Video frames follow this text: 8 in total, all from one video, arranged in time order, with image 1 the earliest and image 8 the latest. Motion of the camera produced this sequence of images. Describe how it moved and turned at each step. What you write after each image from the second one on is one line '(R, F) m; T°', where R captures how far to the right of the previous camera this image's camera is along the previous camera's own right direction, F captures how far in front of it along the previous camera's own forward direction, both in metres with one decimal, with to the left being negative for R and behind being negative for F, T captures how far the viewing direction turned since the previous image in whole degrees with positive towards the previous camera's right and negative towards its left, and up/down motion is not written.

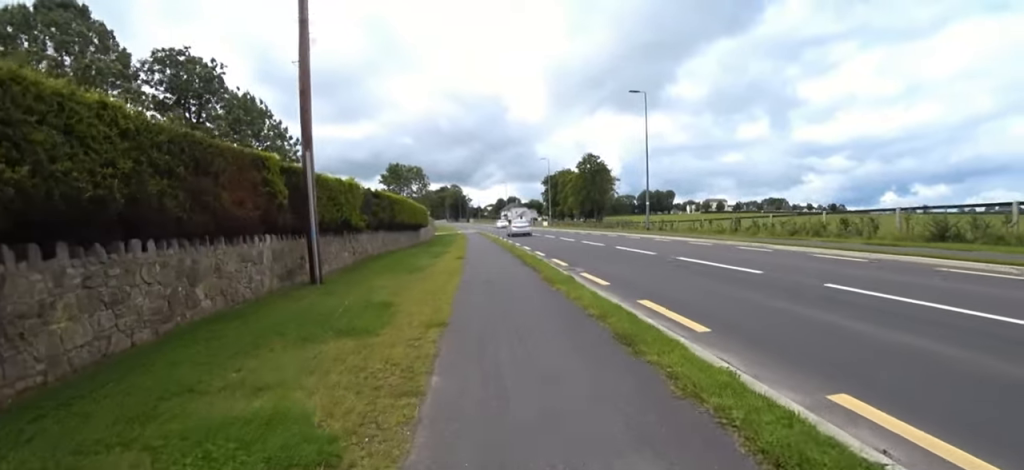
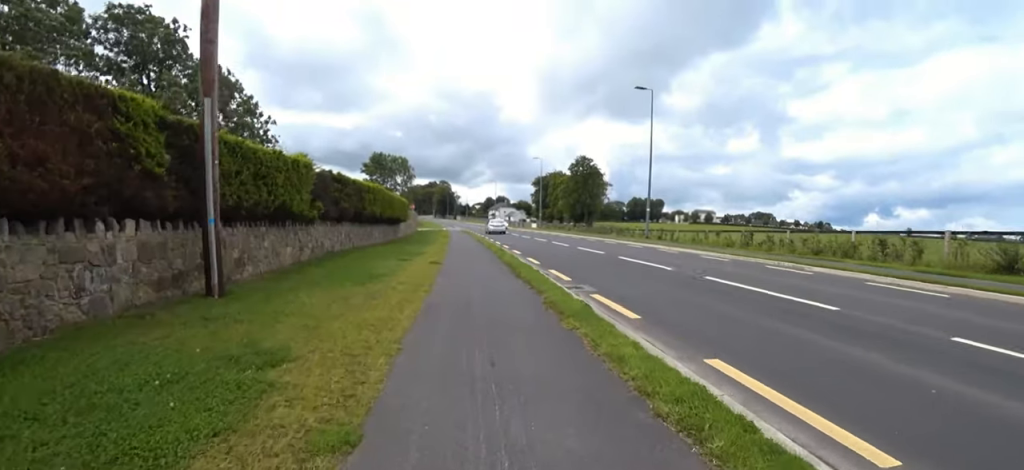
(-0.1, +2.8) m; -1°
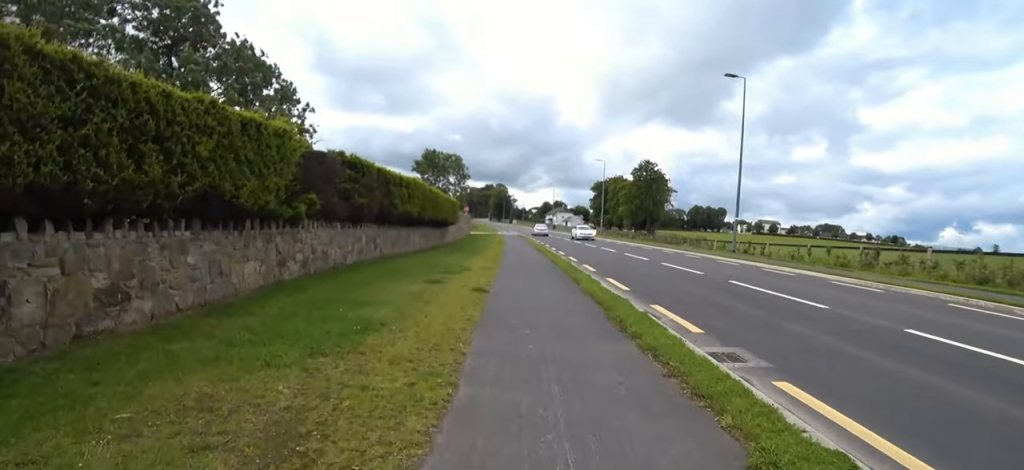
(-0.2, +4.1) m; +1°
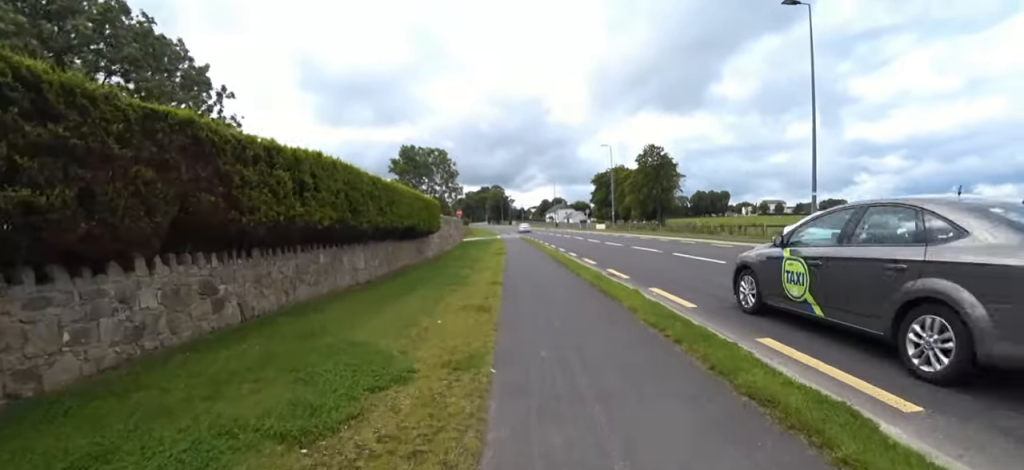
(+0.5, +6.9) m; 0°
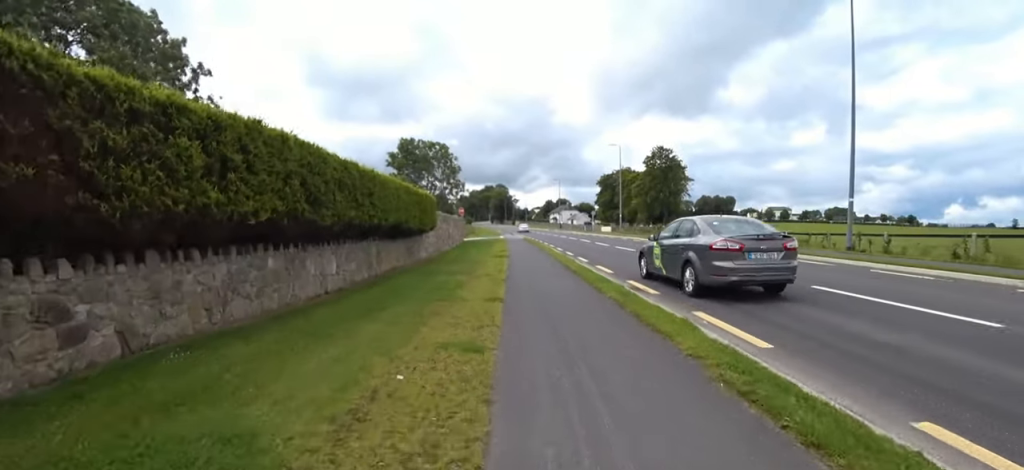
(0.0, +2.0) m; -1°
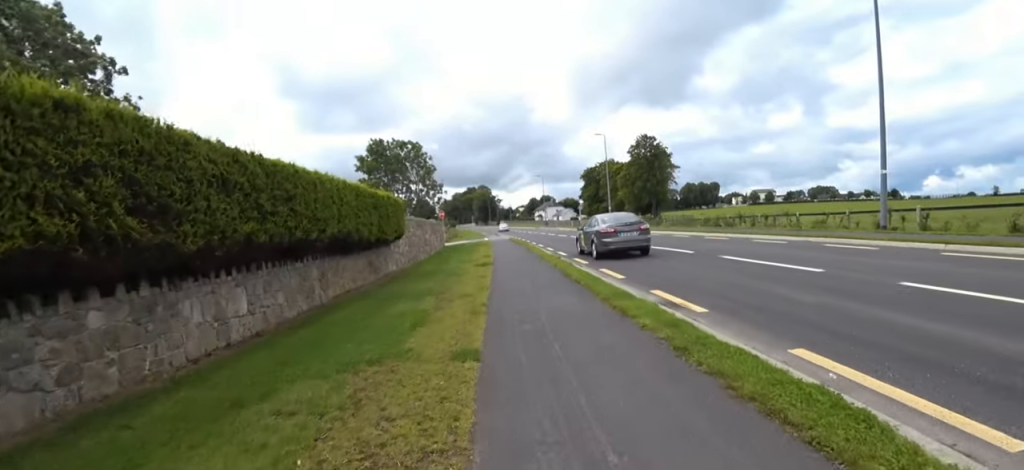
(-0.3, +2.8) m; 0°
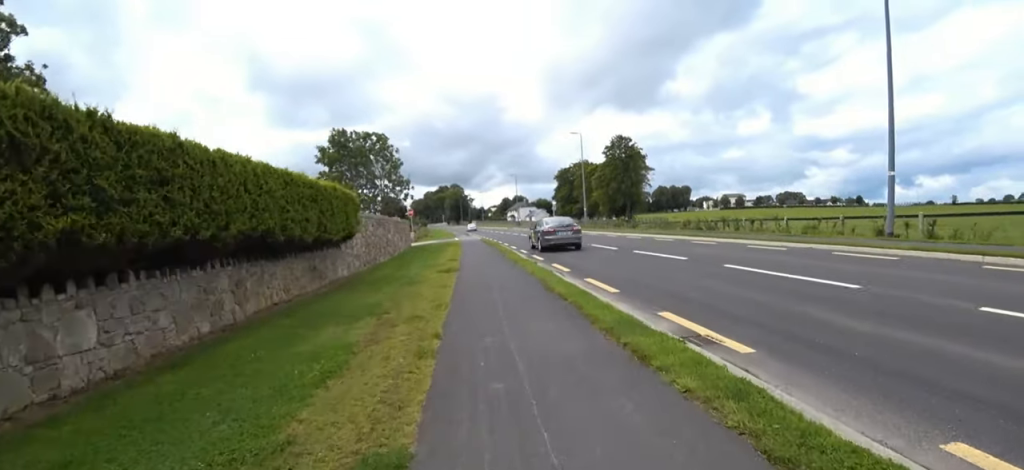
(0.0, +2.0) m; 0°
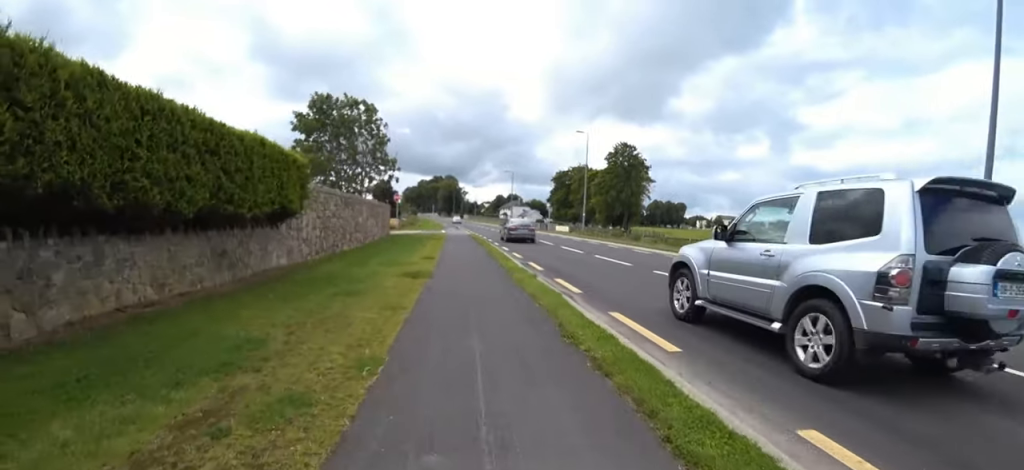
(+0.3, +3.3) m; 0°
